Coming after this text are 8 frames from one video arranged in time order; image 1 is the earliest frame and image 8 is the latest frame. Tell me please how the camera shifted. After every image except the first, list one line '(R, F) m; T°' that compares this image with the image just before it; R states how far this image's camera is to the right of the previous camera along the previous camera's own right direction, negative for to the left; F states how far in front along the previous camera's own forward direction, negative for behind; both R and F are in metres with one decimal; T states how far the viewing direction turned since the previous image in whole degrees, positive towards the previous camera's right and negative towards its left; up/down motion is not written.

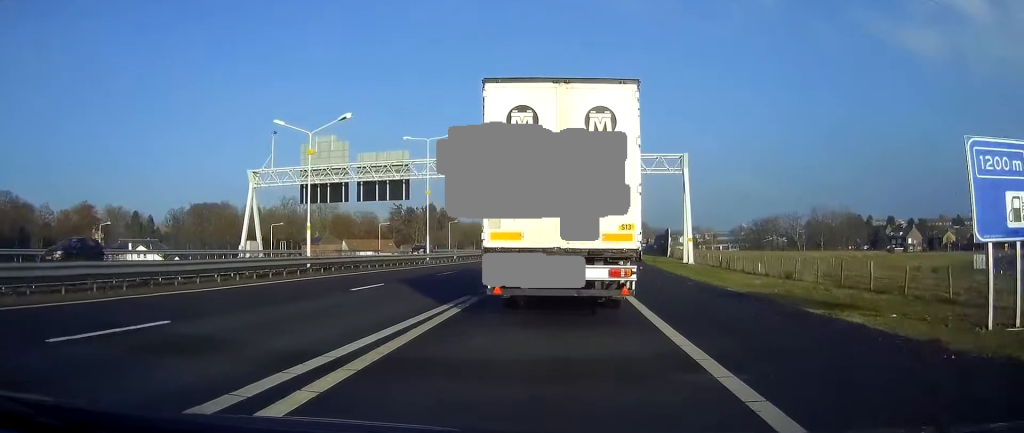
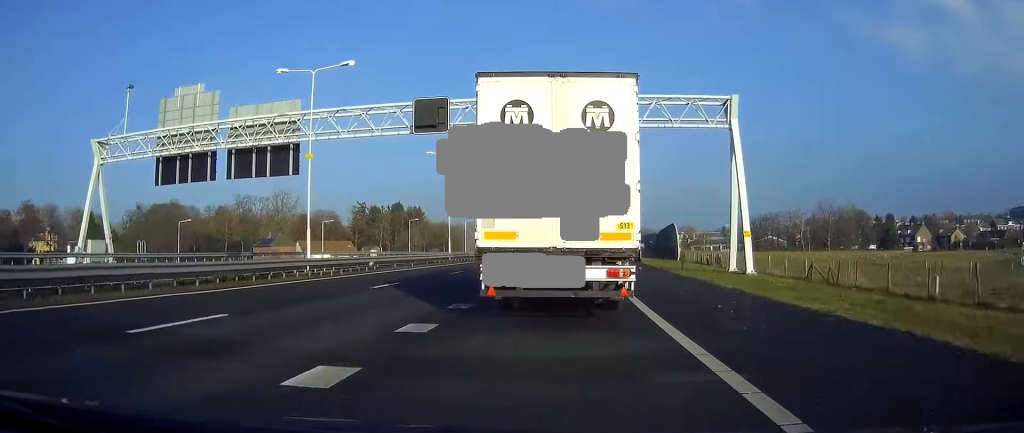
(+0.2, +23.1) m; +1°
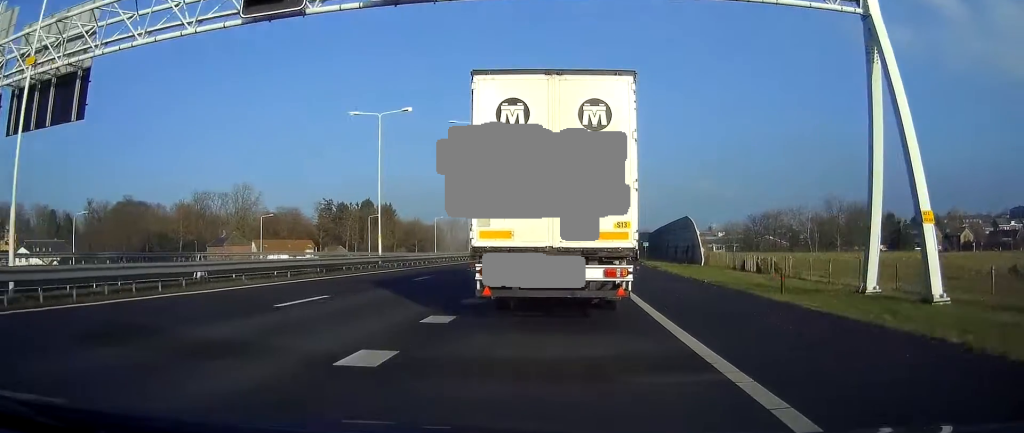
(+0.4, +19.4) m; +2°
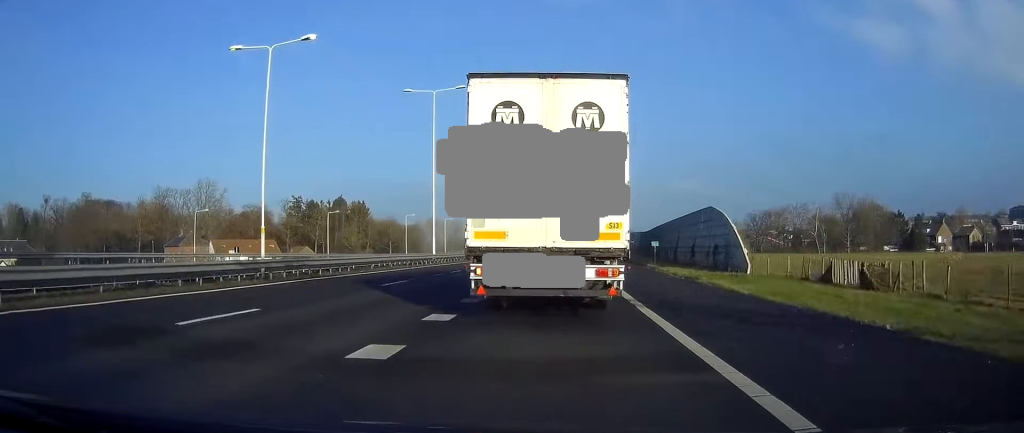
(+0.2, +15.6) m; +2°
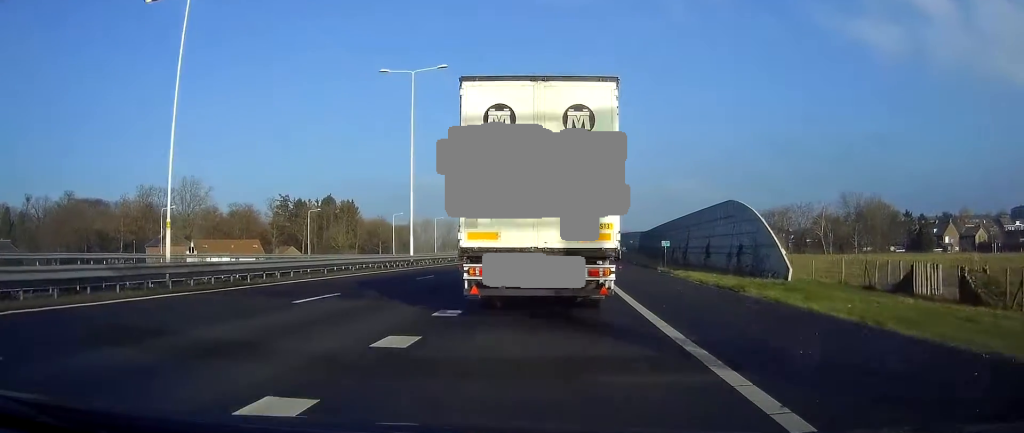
(+0.1, +7.2) m; 0°
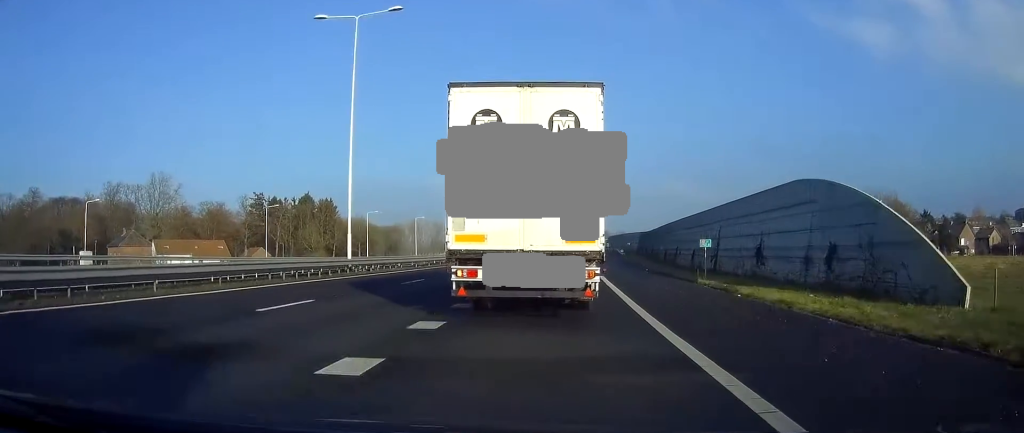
(+0.1, +14.1) m; +1°
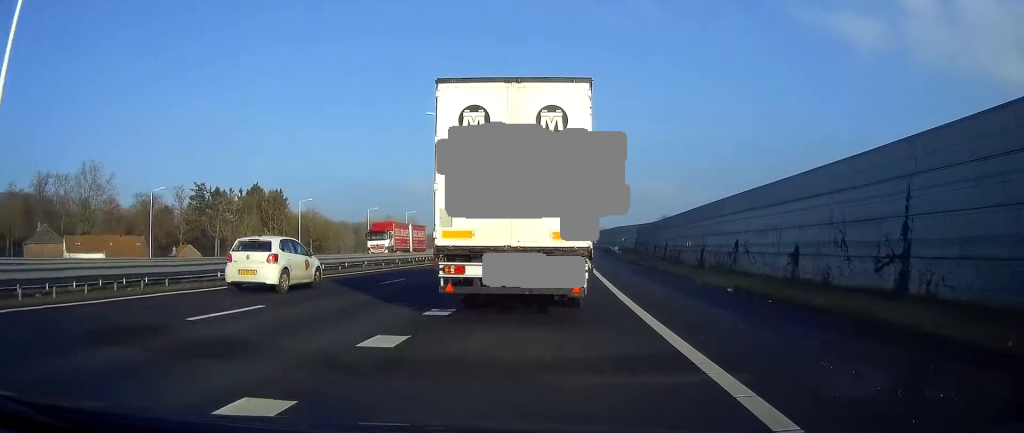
(+0.3, +26.8) m; +1°
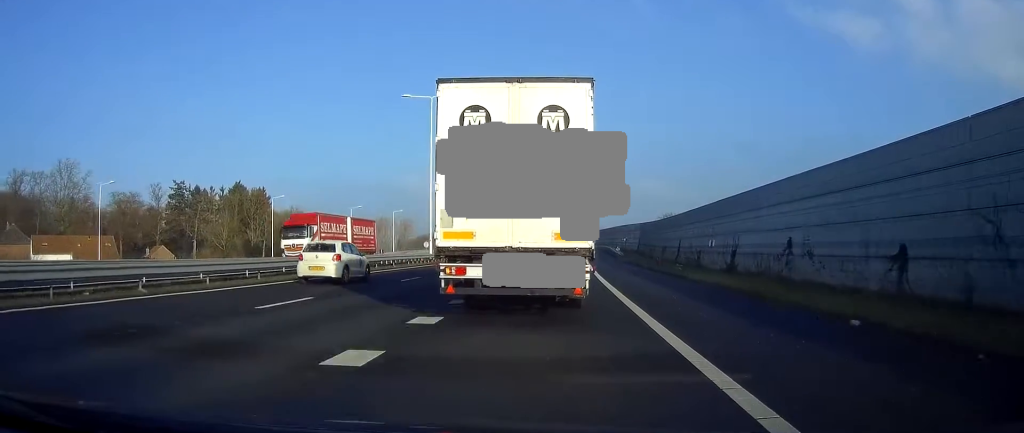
(0.0, +9.3) m; 0°
